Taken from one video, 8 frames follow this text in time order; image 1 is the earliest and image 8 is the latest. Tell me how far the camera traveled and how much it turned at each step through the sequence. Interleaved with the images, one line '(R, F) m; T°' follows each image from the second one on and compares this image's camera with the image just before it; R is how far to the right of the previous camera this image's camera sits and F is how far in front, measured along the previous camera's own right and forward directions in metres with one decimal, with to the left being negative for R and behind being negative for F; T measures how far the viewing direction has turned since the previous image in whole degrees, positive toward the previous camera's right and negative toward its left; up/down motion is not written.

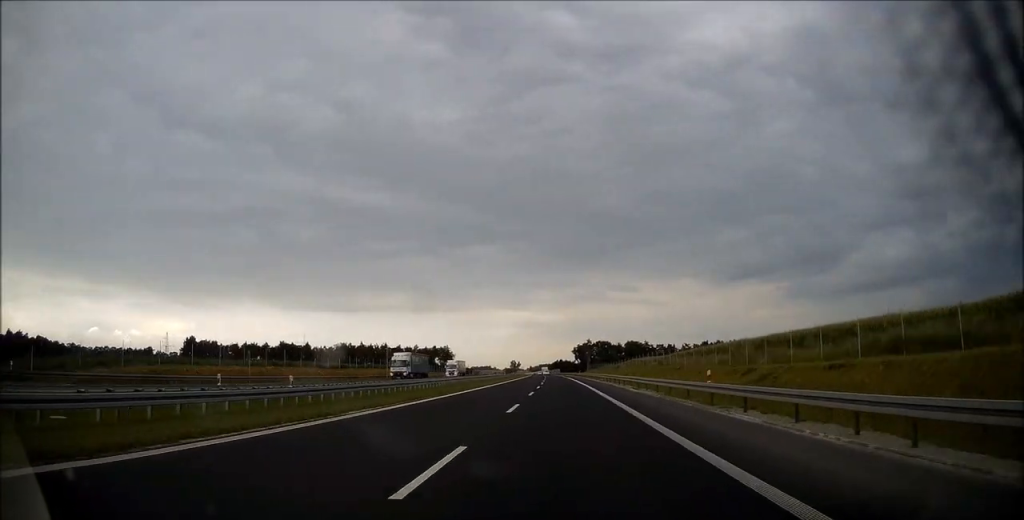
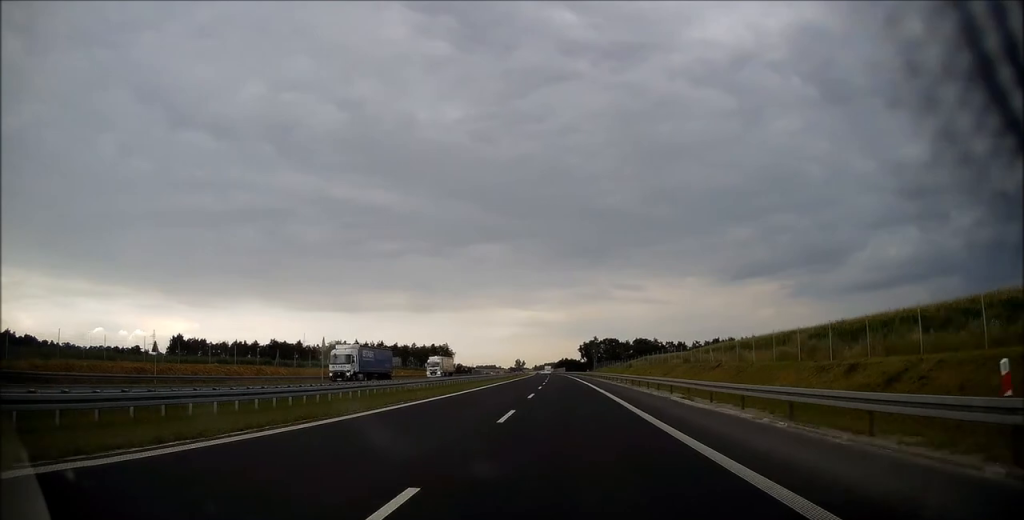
(0.0, +15.5) m; -1°
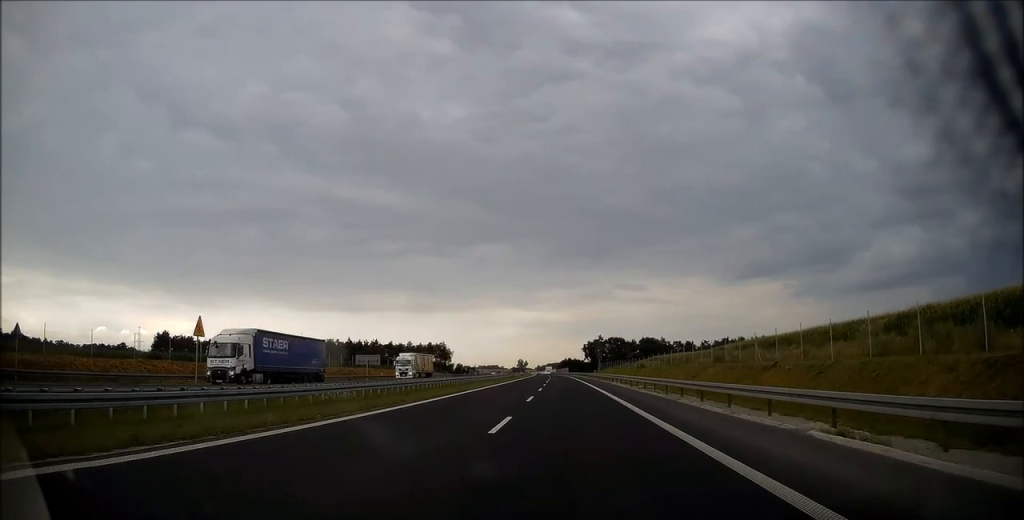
(-0.1, +14.3) m; 0°
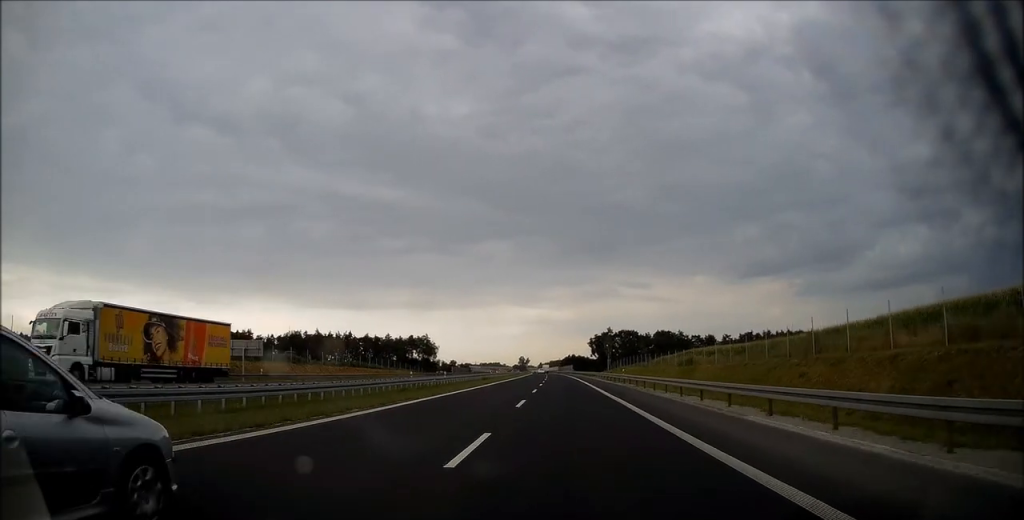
(-0.4, +40.4) m; -1°
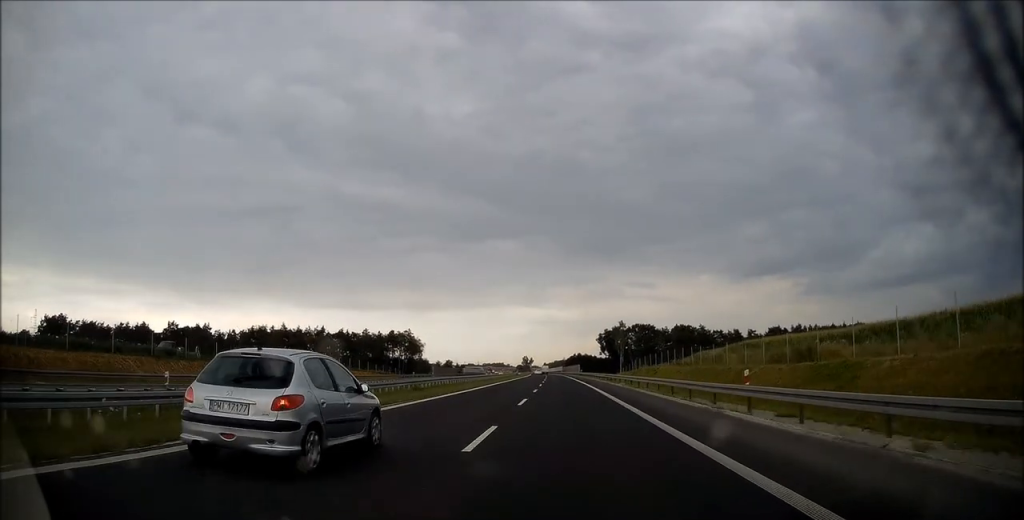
(-0.1, +34.4) m; 0°
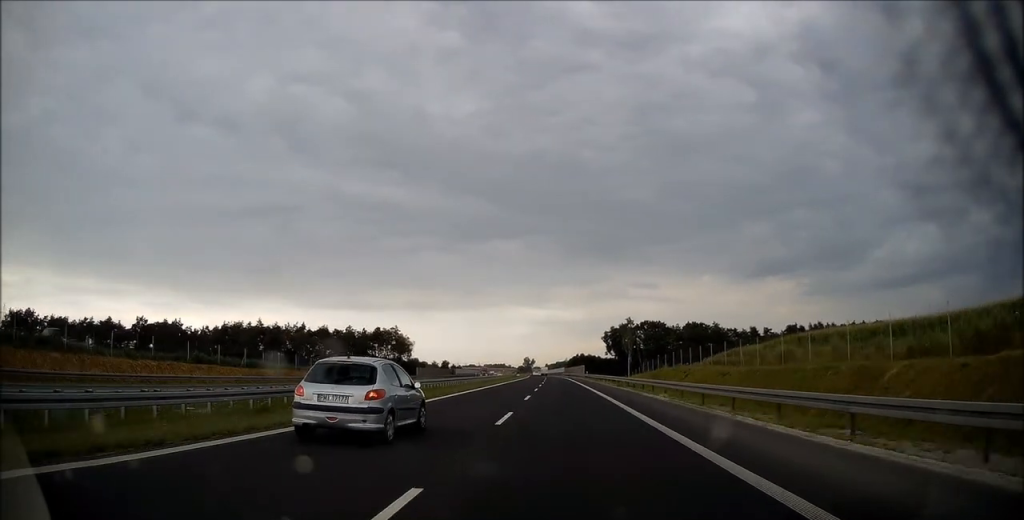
(0.0, +18.9) m; 0°
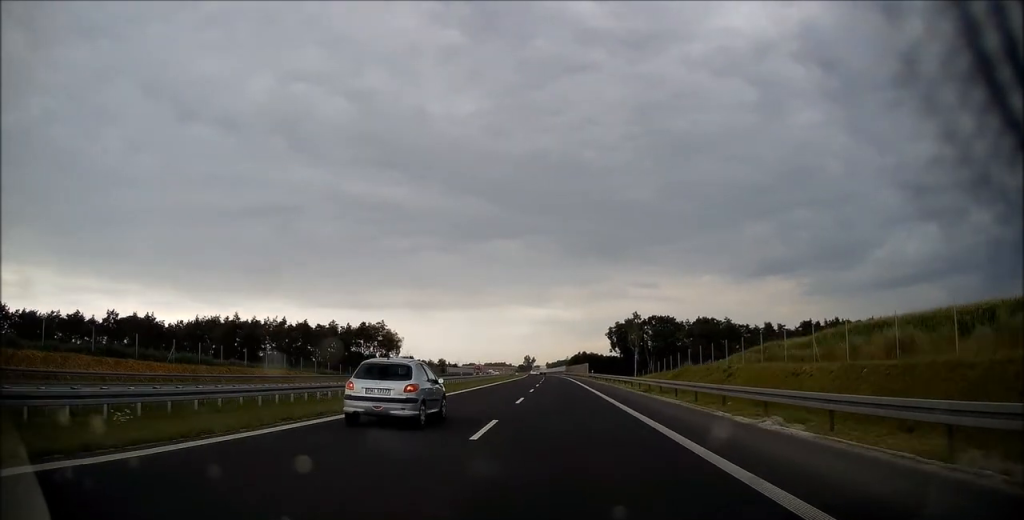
(0.0, +15.3) m; 0°
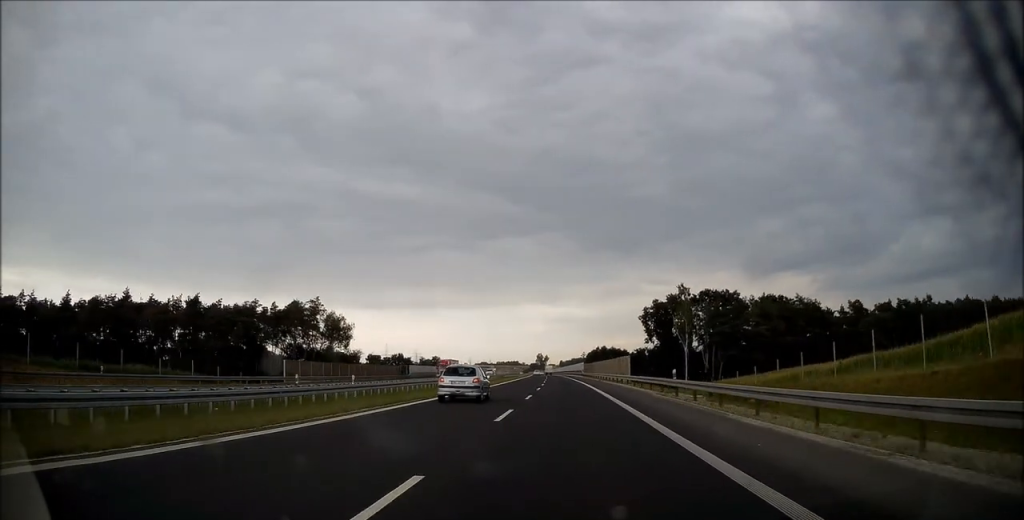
(-0.3, +55.2) m; -1°
